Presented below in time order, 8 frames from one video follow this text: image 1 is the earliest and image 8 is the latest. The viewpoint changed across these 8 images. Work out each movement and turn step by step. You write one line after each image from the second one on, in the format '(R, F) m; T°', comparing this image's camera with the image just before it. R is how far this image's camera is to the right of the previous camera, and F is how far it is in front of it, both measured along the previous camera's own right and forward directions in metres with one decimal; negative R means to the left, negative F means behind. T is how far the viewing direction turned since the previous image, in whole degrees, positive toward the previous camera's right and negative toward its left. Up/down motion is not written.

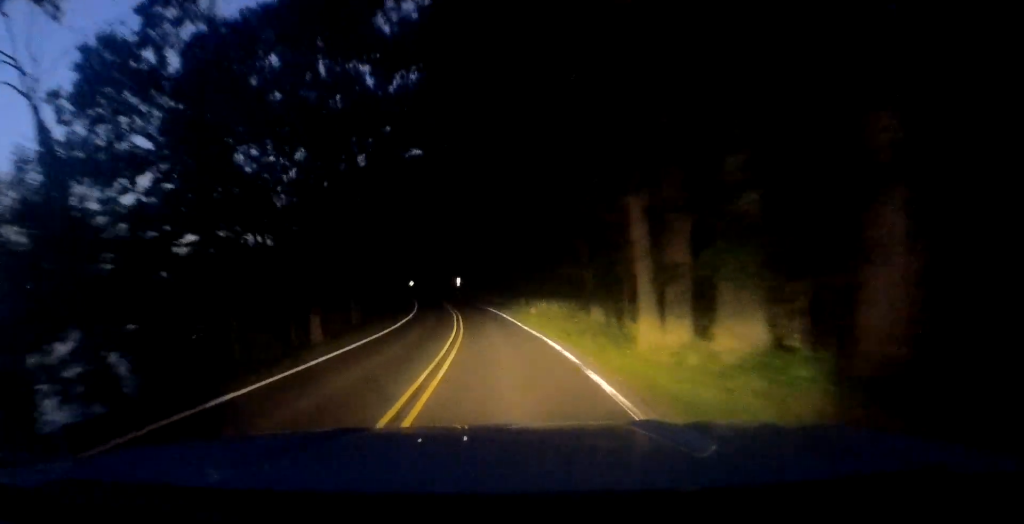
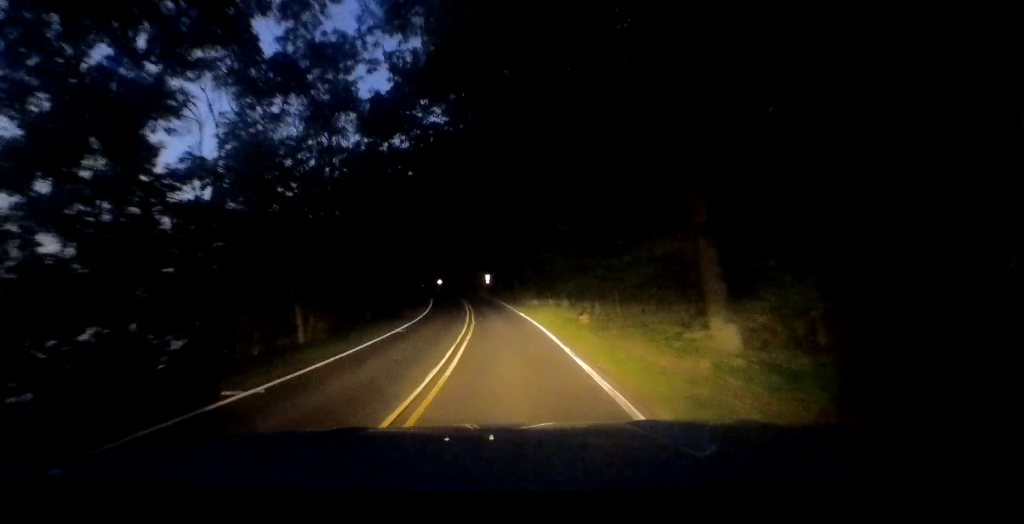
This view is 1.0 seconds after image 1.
(-0.6, +12.8) m; -4°
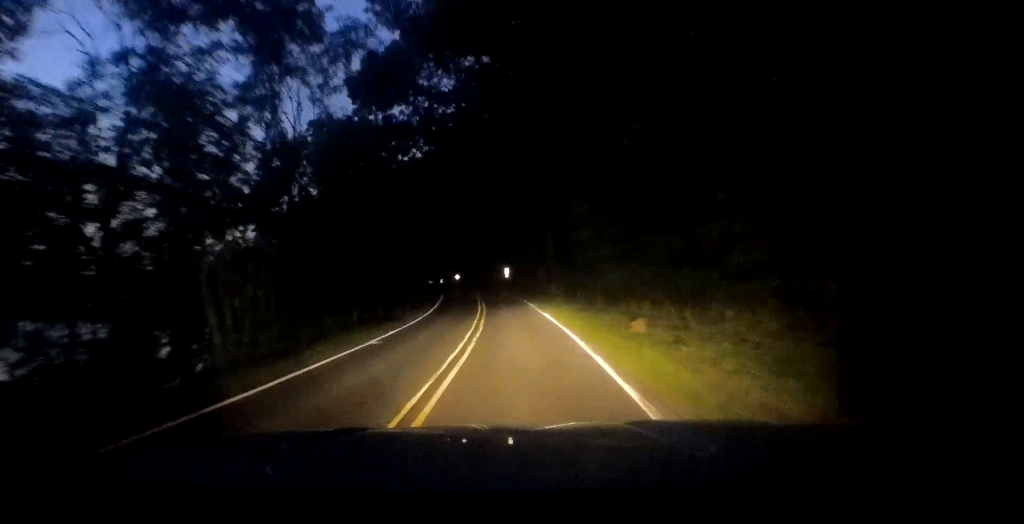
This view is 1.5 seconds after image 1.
(-0.3, +7.5) m; -1°
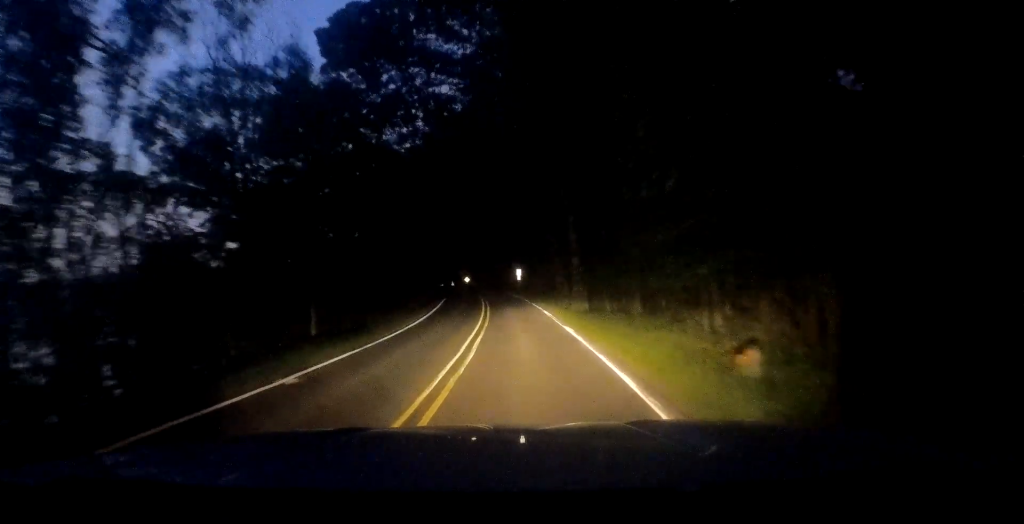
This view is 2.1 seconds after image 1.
(0.0, +8.2) m; 0°
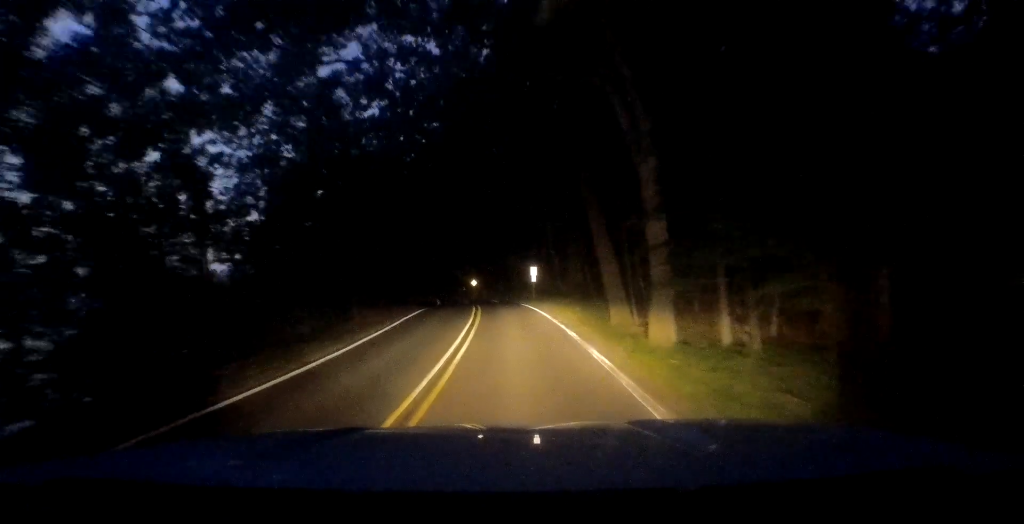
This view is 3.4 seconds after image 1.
(+0.2, +17.6) m; -1°
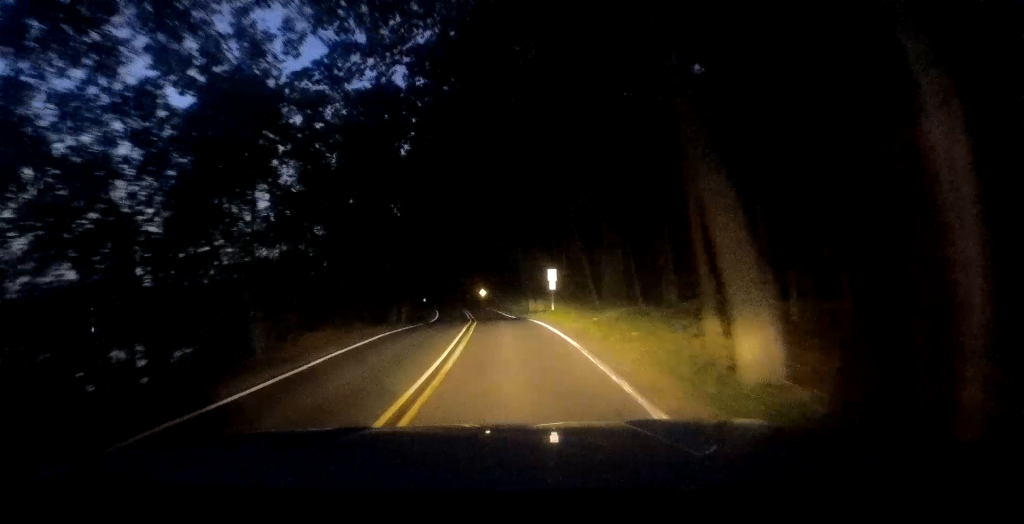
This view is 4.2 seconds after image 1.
(-0.3, +11.5) m; -2°
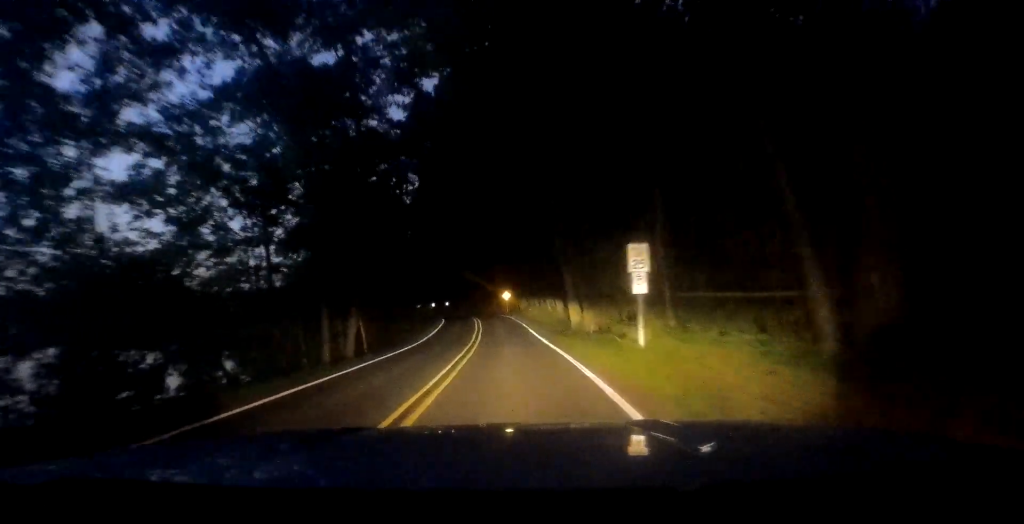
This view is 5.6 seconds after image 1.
(-0.3, +18.4) m; -6°
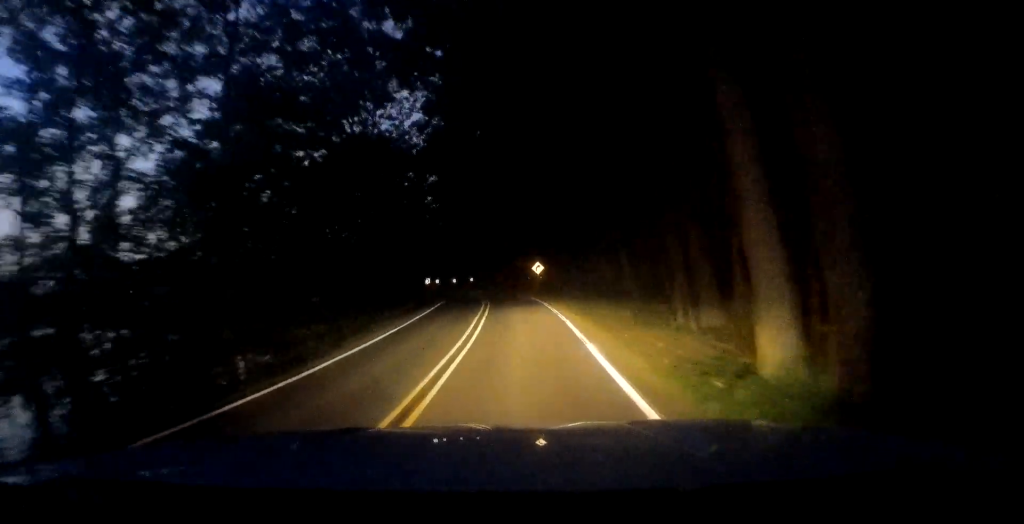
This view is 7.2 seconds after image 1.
(-1.1, +21.1) m; -1°
